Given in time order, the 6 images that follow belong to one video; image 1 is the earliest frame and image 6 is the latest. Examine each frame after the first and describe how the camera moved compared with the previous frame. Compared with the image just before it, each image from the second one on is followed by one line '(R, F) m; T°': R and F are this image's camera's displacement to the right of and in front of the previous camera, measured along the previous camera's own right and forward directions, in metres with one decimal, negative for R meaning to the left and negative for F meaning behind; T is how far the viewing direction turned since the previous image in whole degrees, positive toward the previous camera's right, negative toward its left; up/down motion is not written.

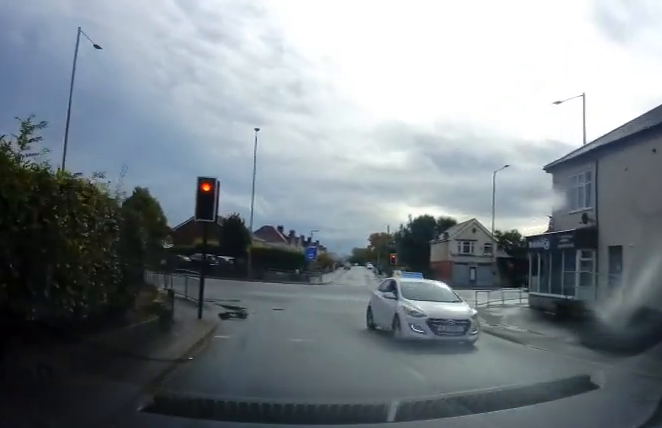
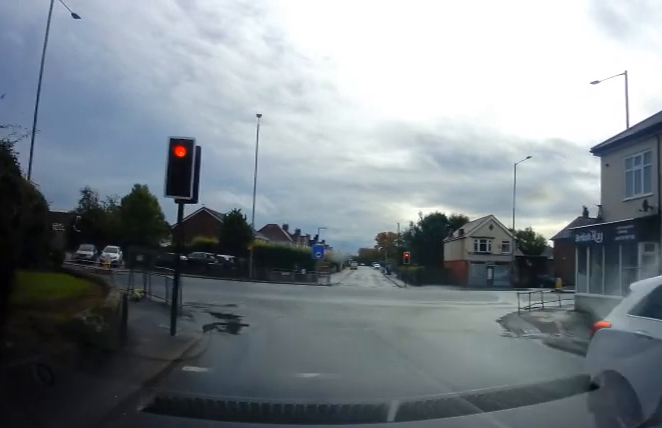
(0.0, +3.0) m; +3°
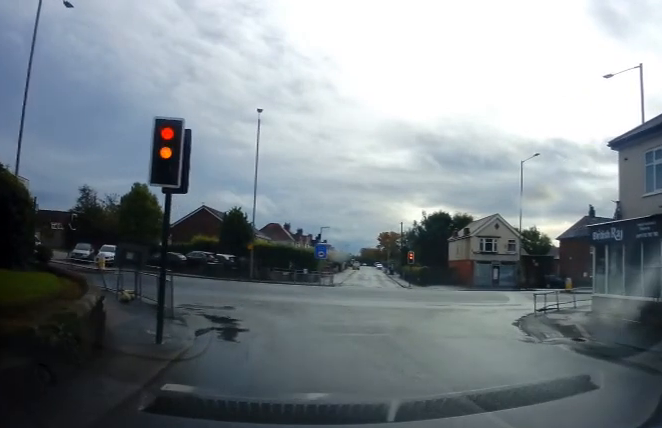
(+0.2, +1.0) m; -1°
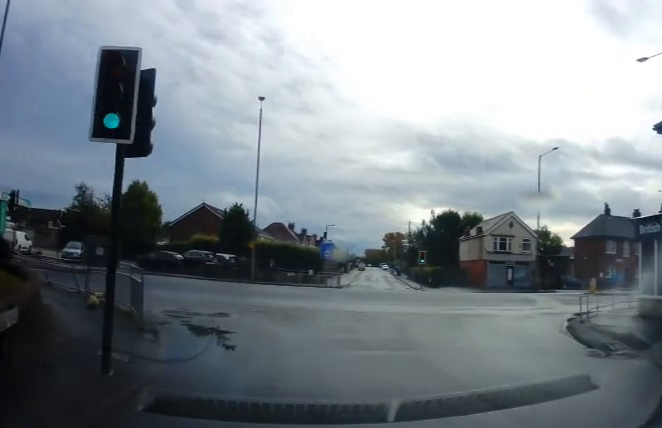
(-0.1, +2.8) m; +1°
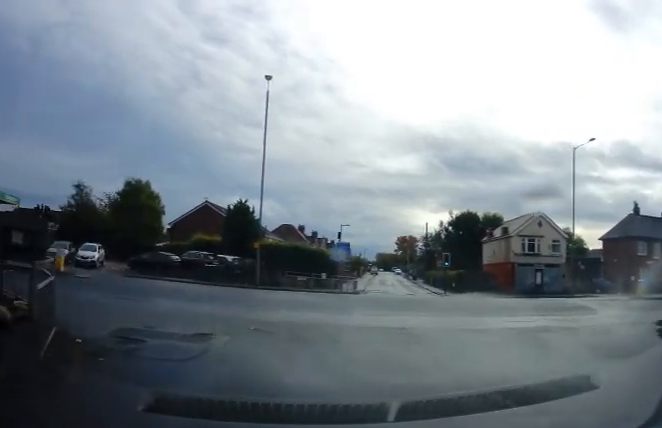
(-0.3, +4.5) m; -12°
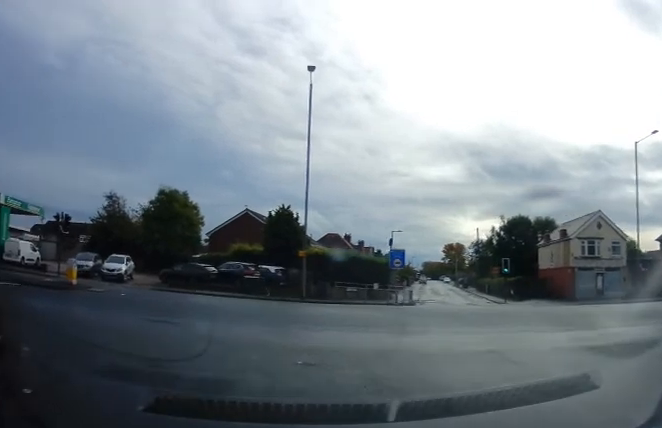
(-0.1, +3.0) m; -8°
